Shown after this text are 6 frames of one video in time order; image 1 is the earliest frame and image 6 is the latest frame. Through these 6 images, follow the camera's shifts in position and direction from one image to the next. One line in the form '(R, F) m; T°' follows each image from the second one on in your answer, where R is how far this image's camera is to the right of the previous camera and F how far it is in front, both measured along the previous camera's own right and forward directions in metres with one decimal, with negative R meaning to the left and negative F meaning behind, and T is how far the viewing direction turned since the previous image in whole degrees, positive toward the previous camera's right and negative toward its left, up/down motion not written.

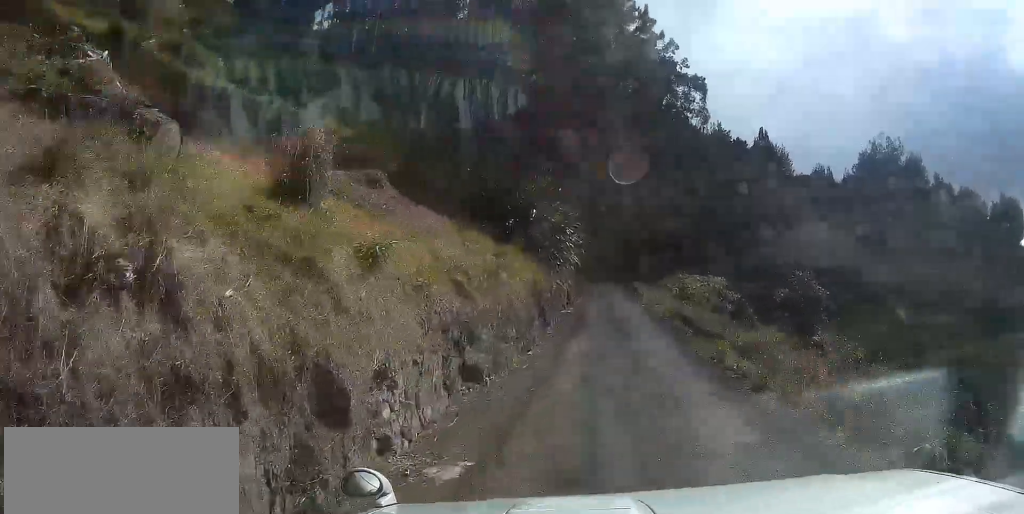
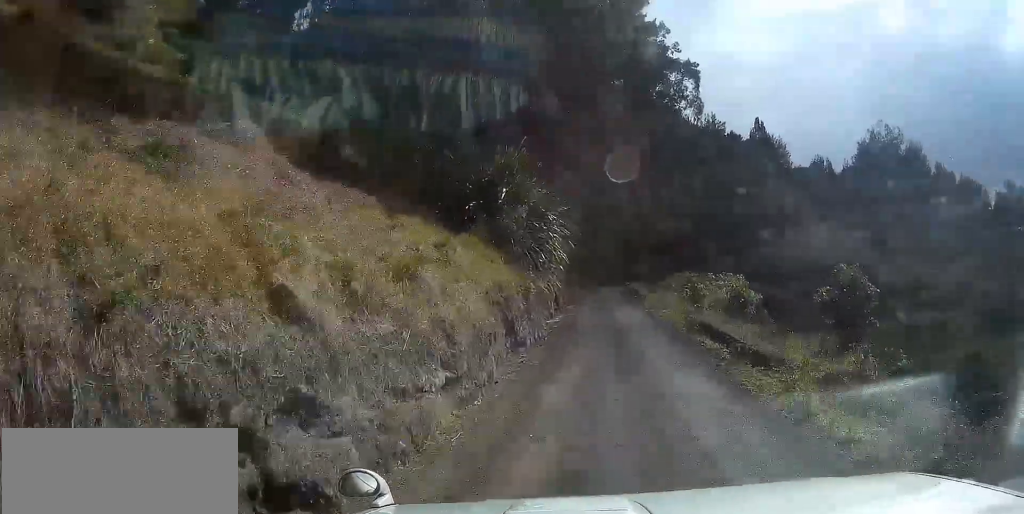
(+0.1, +4.8) m; 0°
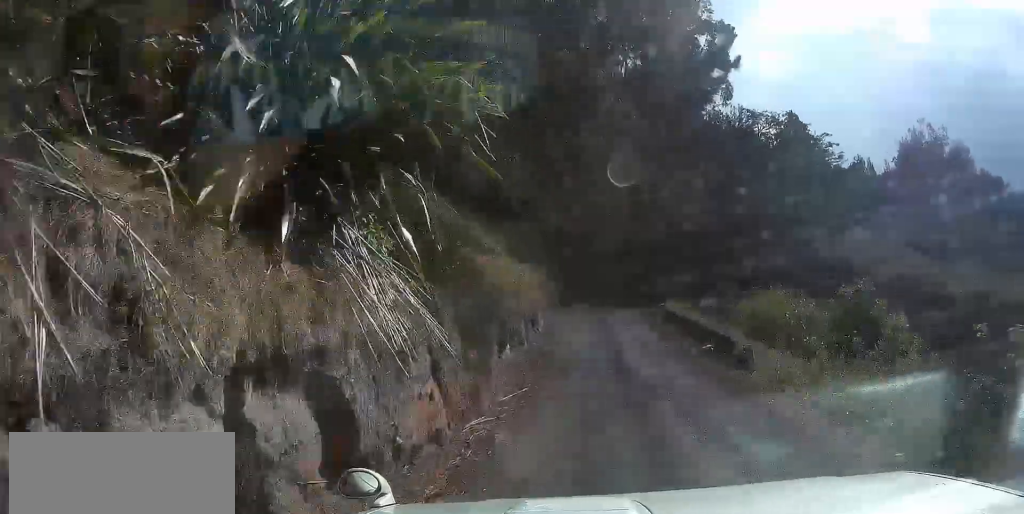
(-0.2, +22.0) m; -2°
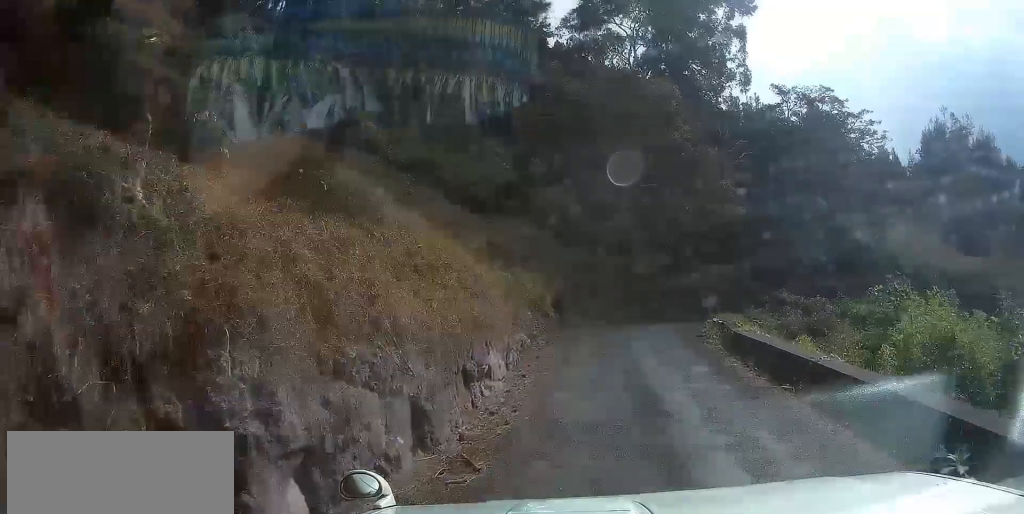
(-0.1, +9.8) m; 0°
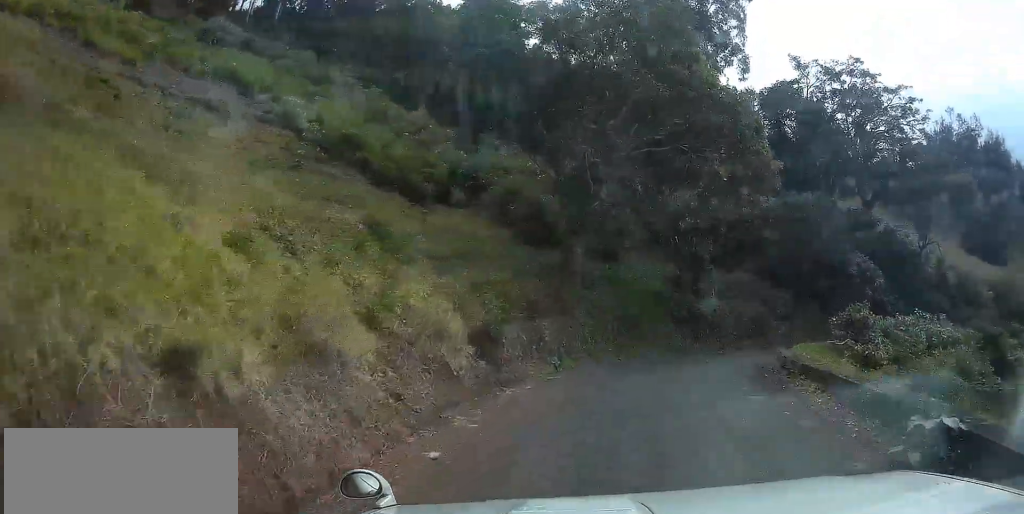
(+0.3, +12.5) m; +5°
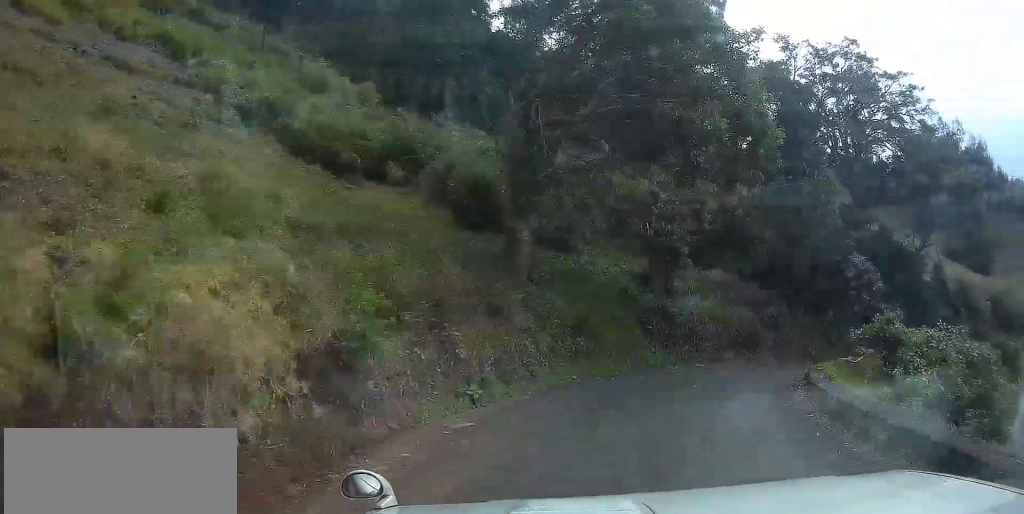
(0.0, +5.4) m; +4°
